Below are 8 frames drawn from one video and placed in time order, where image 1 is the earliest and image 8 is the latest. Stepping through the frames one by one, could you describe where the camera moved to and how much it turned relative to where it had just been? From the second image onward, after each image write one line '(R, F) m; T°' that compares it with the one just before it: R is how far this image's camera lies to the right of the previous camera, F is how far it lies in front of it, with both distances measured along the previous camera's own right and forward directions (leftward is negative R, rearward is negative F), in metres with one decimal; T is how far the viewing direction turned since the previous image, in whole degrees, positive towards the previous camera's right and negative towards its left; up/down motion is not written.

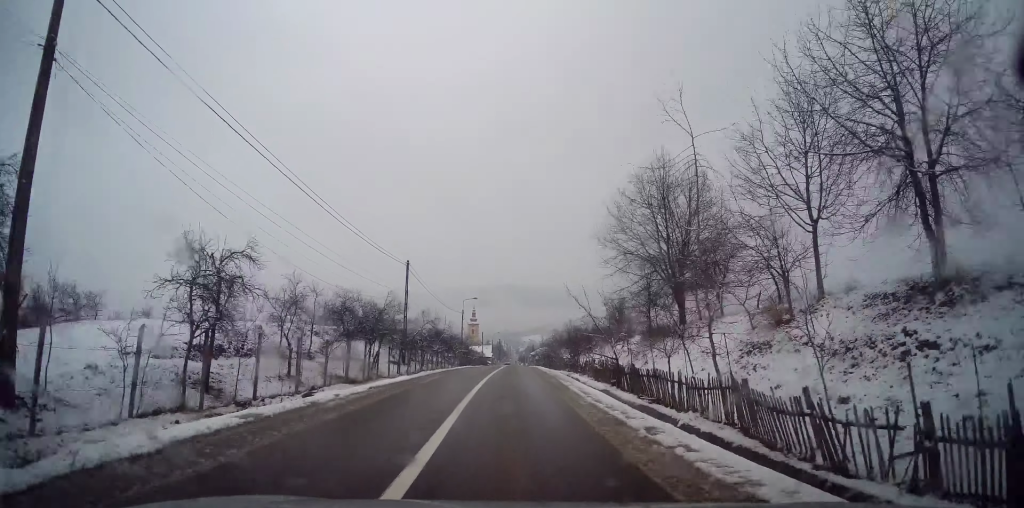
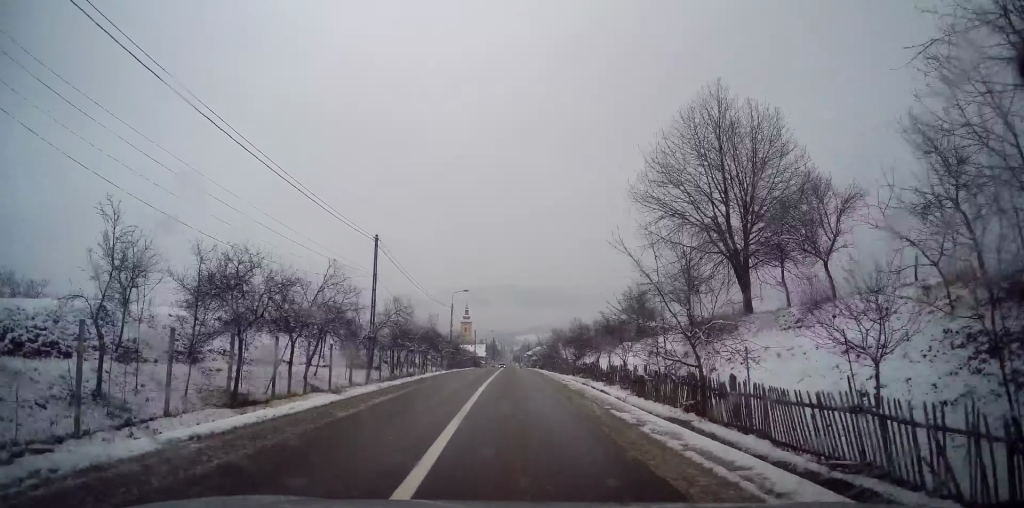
(0.0, +9.6) m; +1°
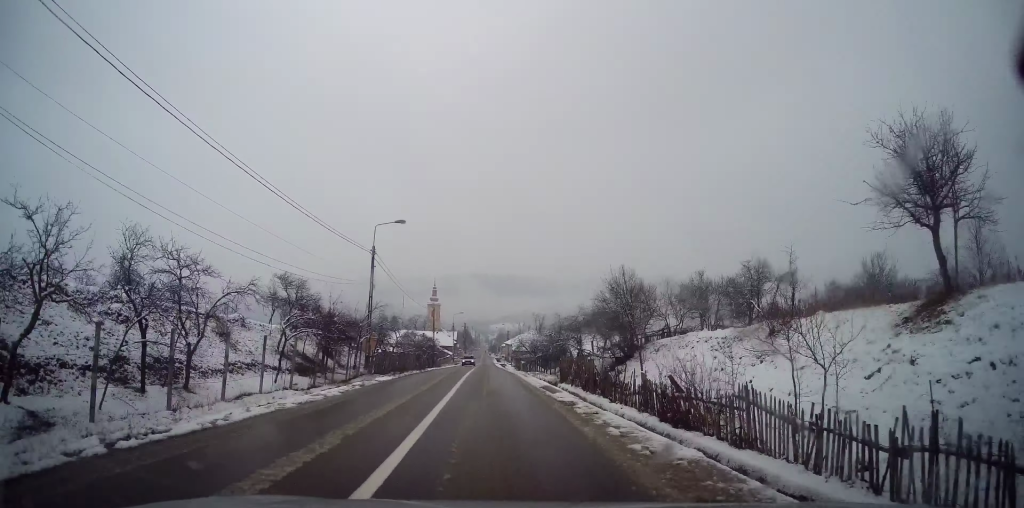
(+1.0, +34.2) m; +2°
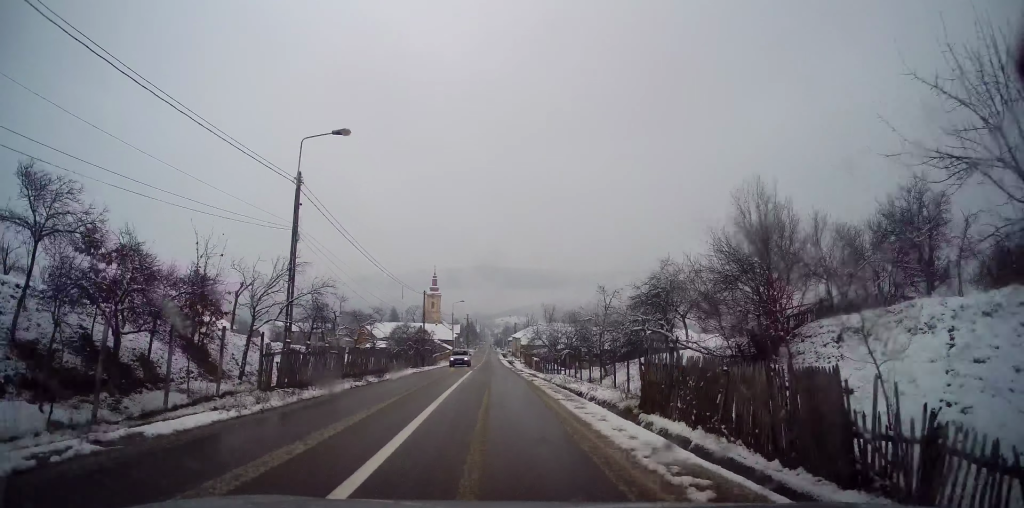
(+0.1, +15.7) m; 0°
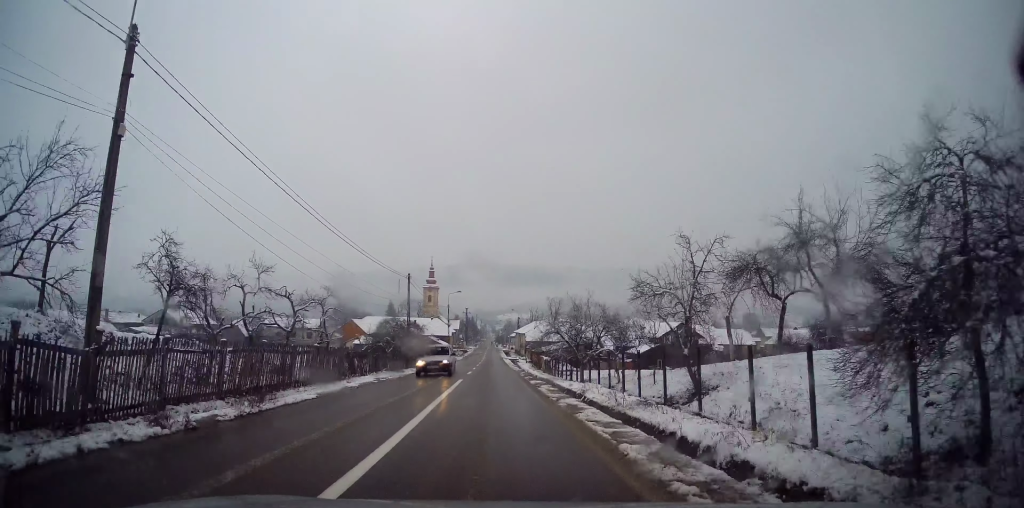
(0.0, +11.4) m; -1°
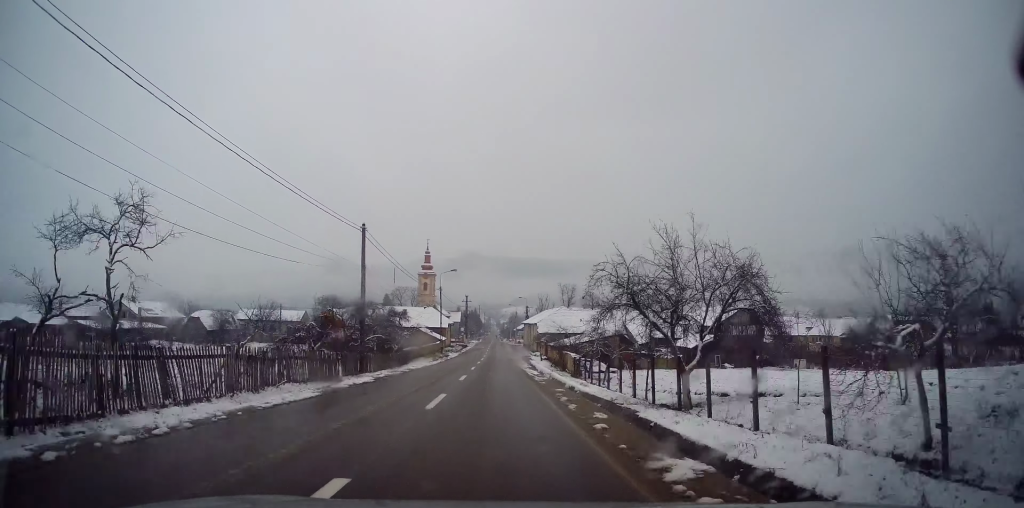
(-0.2, +17.4) m; -1°
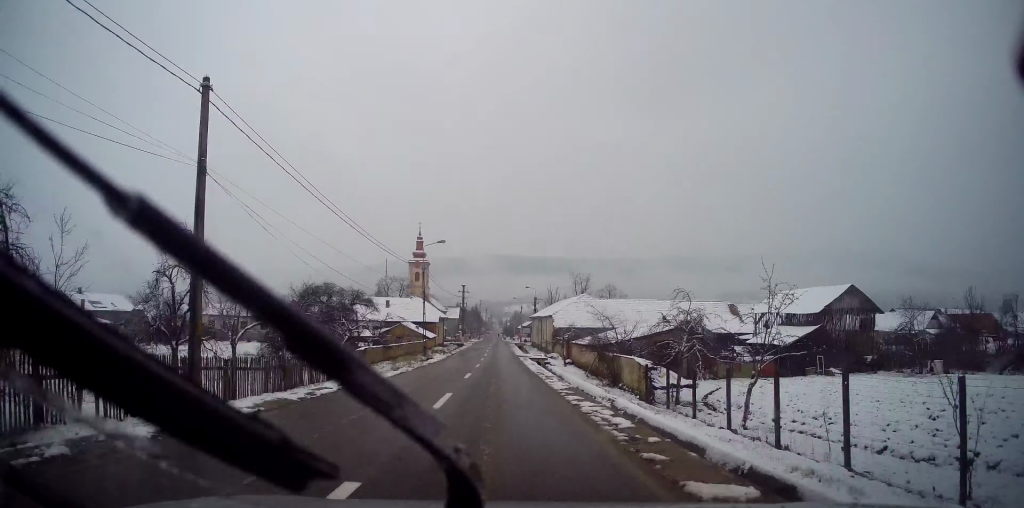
(-0.1, +17.5) m; 0°
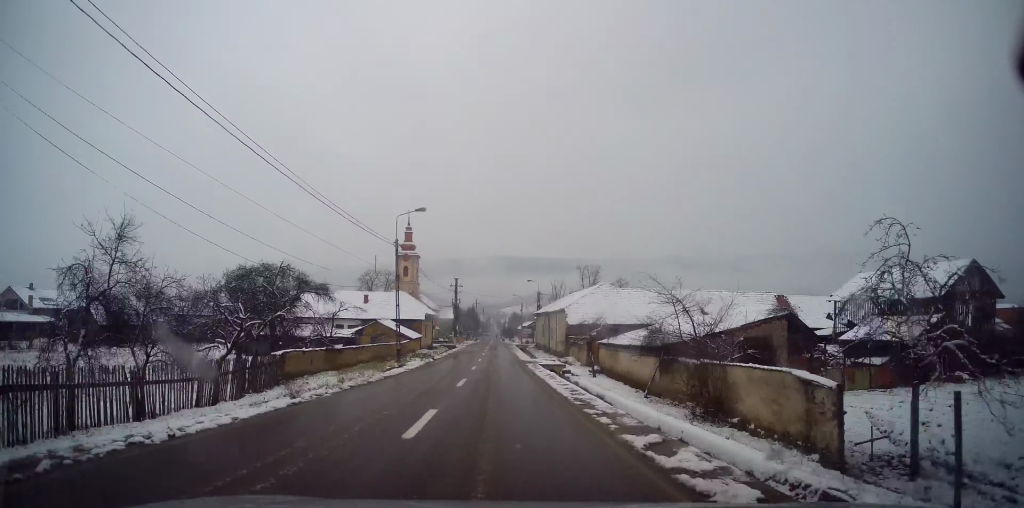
(+0.1, +12.1) m; +1°
